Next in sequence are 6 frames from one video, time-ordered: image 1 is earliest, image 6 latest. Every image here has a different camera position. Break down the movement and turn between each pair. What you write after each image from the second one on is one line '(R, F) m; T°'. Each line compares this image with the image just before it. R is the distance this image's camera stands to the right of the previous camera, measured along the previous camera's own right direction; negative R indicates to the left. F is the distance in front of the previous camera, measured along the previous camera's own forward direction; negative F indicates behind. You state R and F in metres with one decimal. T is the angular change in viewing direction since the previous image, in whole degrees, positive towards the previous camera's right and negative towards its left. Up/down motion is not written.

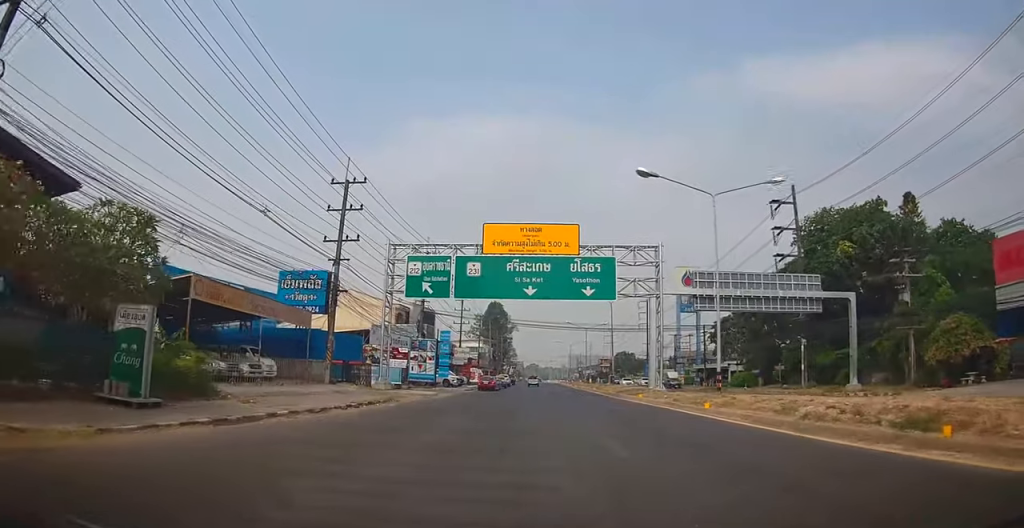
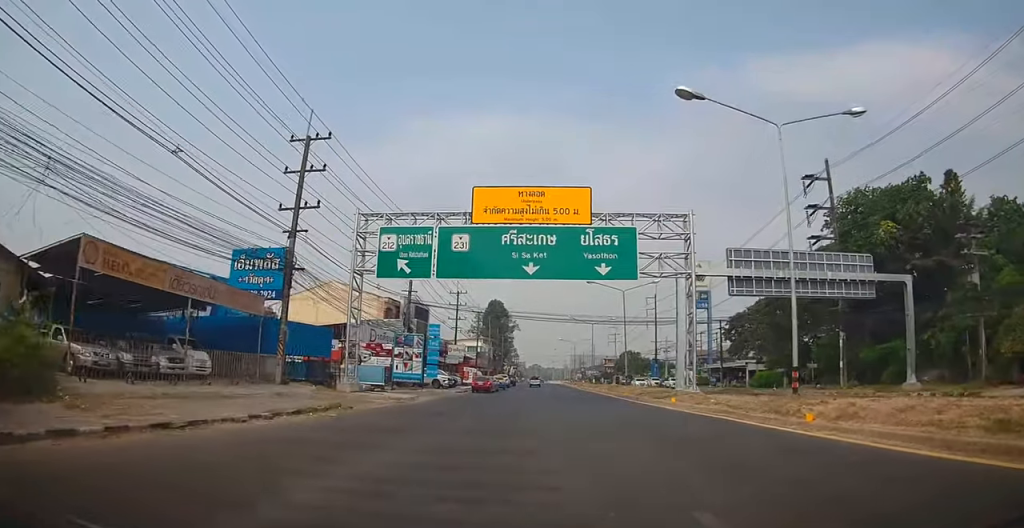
(-0.3, +7.6) m; +1°
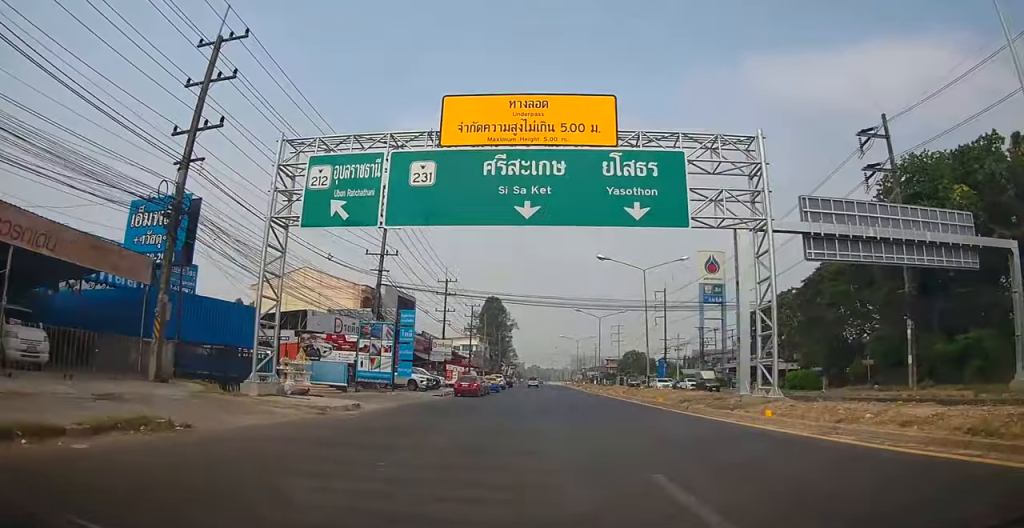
(+0.8, +10.0) m; +1°
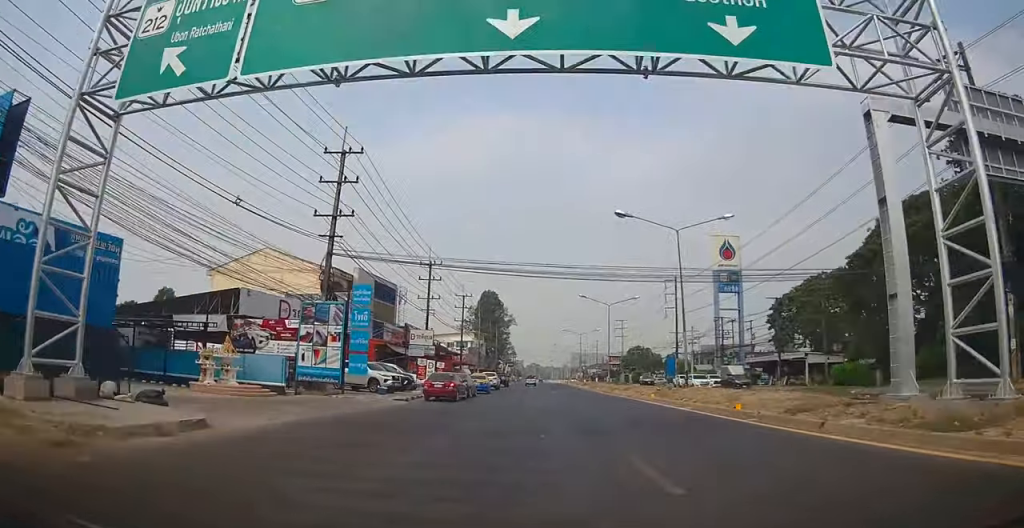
(0.0, +10.2) m; 0°
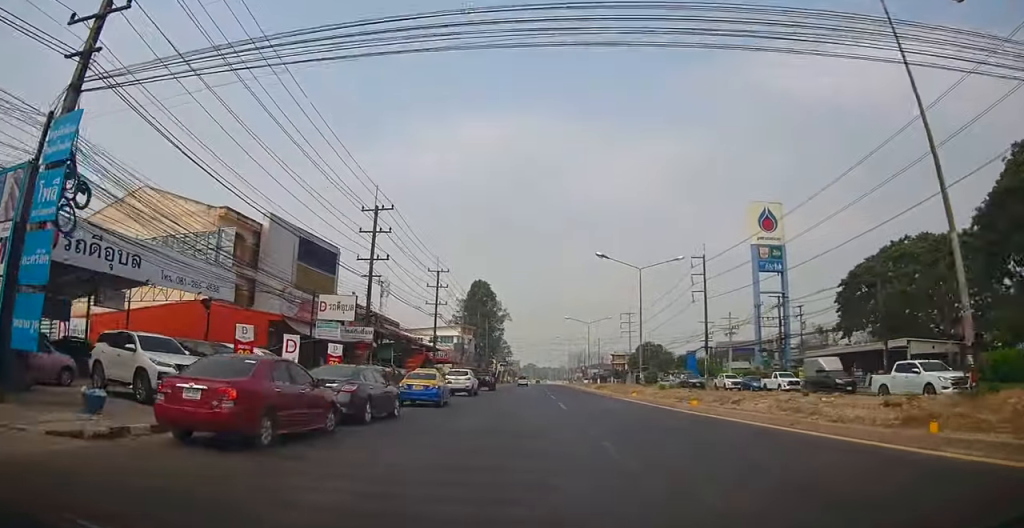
(-0.5, +20.2) m; -2°
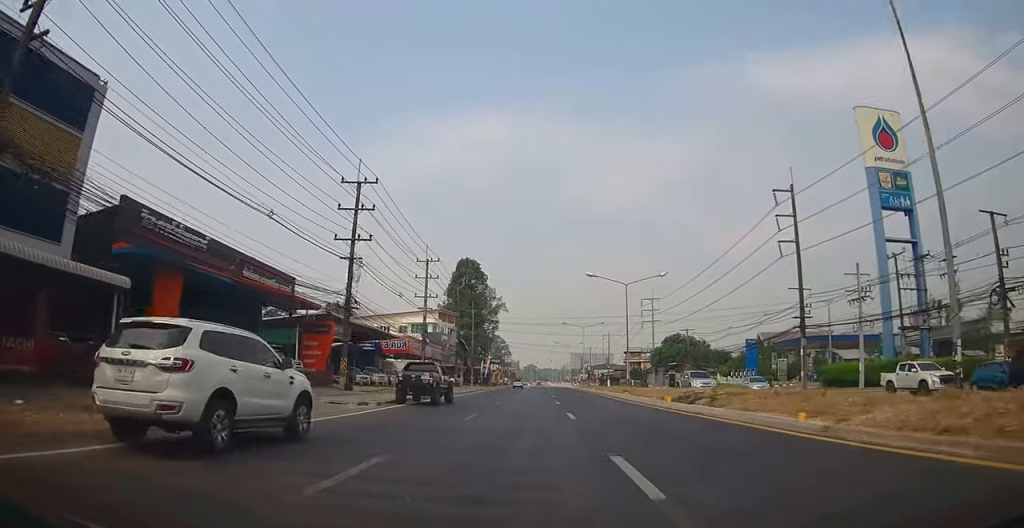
(+0.2, +31.1) m; +1°
